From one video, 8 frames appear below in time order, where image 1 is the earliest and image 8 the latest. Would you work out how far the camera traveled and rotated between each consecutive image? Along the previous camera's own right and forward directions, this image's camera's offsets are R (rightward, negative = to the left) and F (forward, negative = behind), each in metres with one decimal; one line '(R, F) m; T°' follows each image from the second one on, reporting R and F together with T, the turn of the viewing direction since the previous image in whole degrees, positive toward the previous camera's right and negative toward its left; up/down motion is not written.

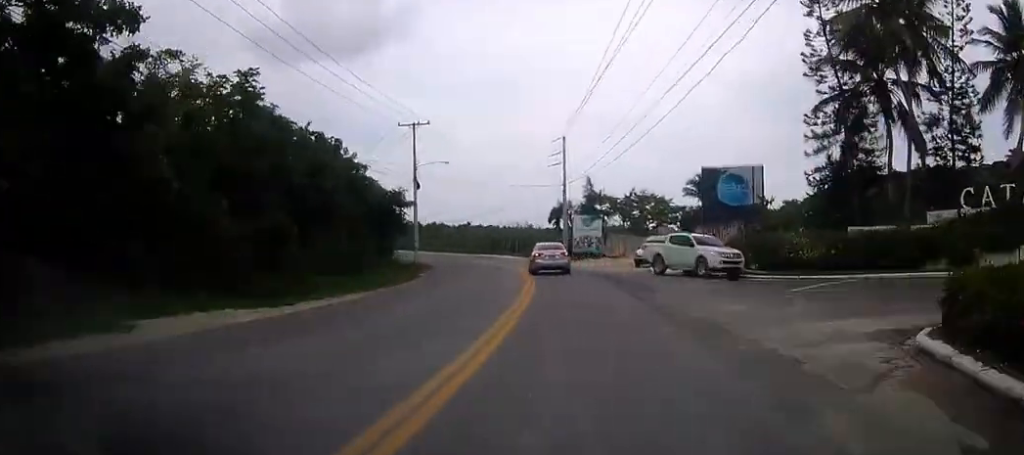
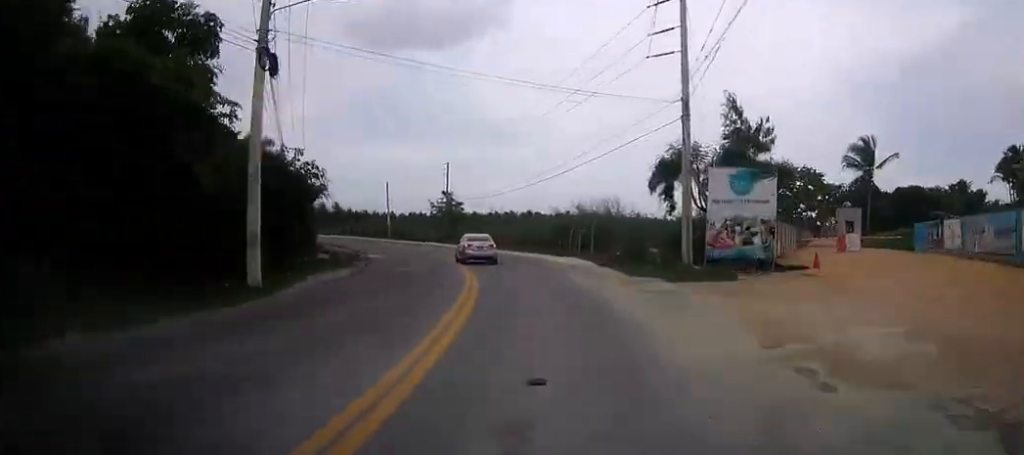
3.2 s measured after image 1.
(-1.2, +28.7) m; -6°
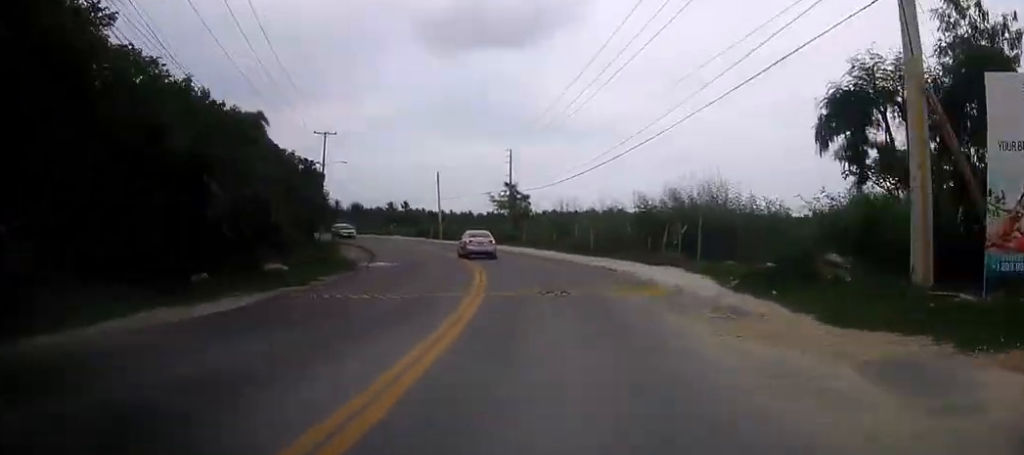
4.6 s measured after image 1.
(-0.4, +12.0) m; -5°
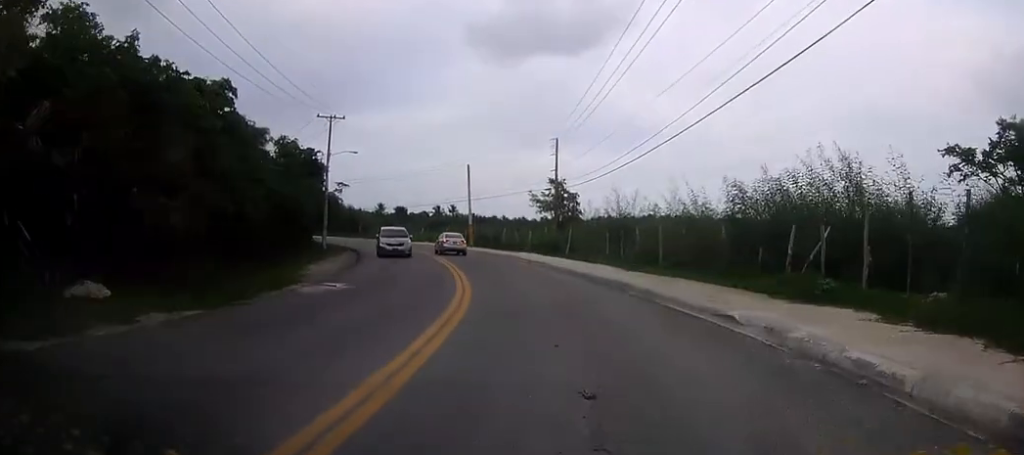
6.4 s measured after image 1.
(-0.9, +14.8) m; -7°
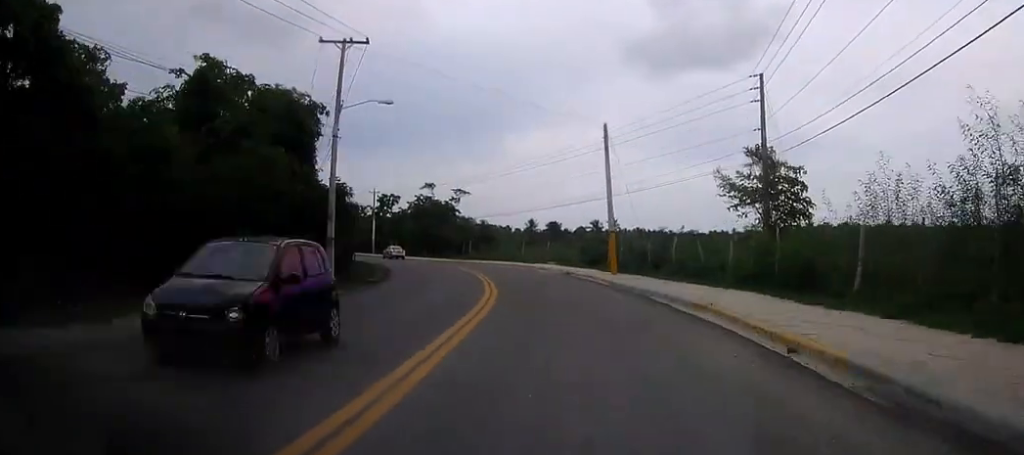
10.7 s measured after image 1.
(-5.1, +36.0) m; -16°
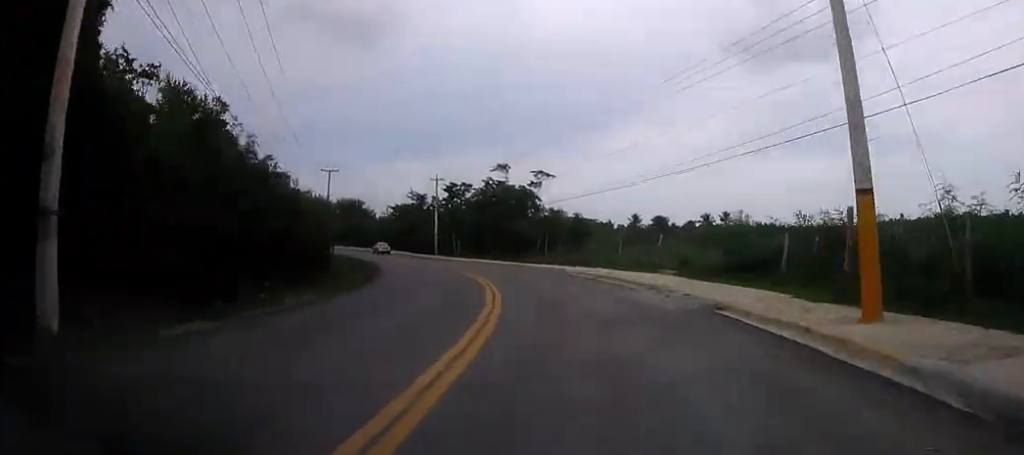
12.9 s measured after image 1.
(-1.0, +22.2) m; -9°
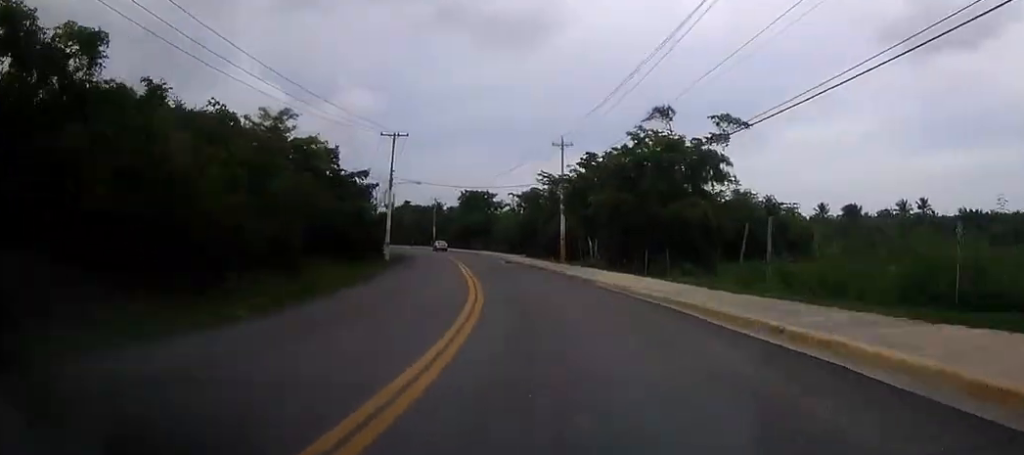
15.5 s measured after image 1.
(-3.3, +30.5) m; -12°
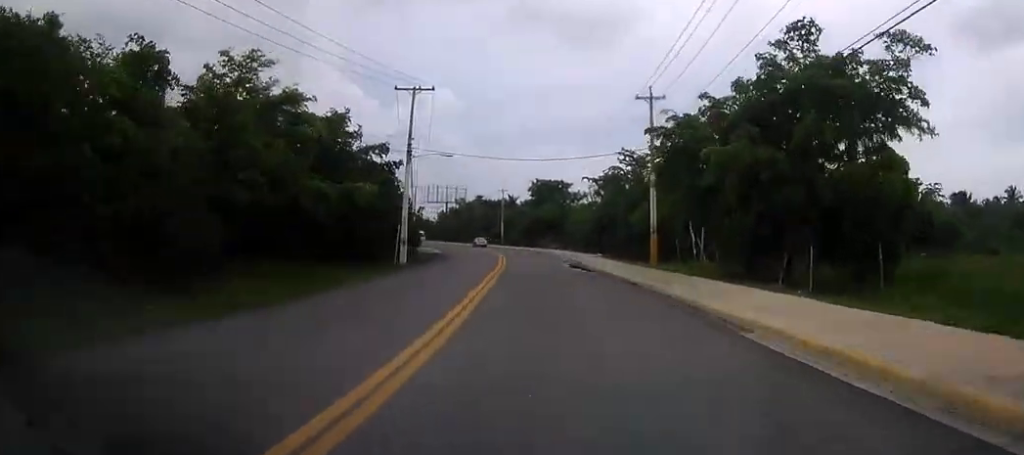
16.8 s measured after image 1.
(-1.3, +17.6) m; -5°
